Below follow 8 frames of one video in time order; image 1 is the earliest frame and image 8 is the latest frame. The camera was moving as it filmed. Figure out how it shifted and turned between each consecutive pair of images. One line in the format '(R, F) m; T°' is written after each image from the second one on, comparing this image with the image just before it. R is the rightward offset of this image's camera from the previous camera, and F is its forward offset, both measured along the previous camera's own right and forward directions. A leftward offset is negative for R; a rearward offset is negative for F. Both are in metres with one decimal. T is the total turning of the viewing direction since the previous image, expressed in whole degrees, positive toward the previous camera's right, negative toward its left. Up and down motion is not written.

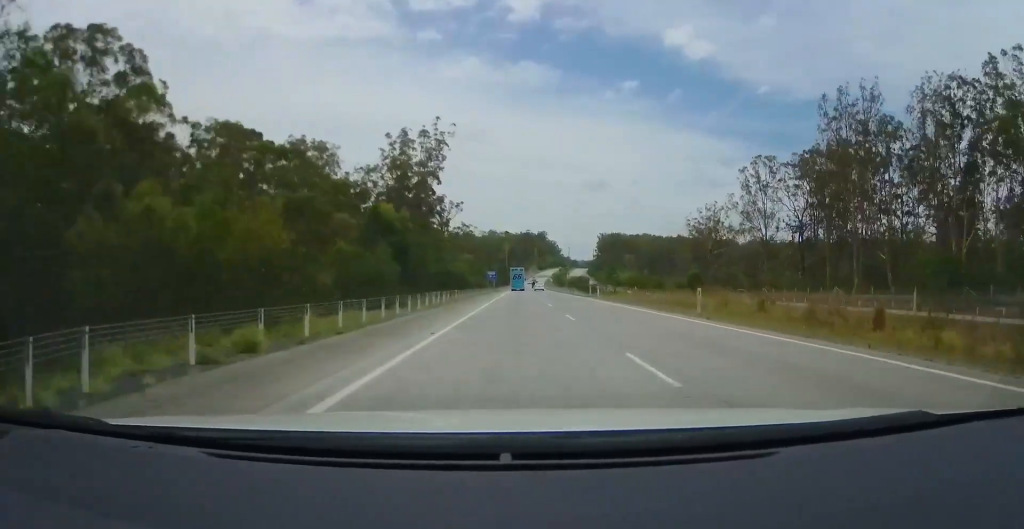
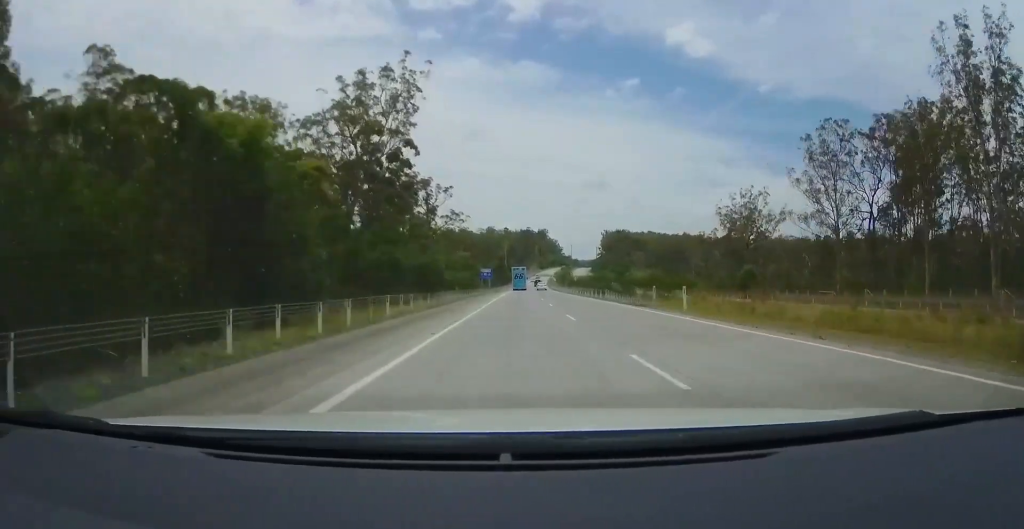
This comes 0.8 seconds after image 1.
(-0.5, +23.3) m; 0°
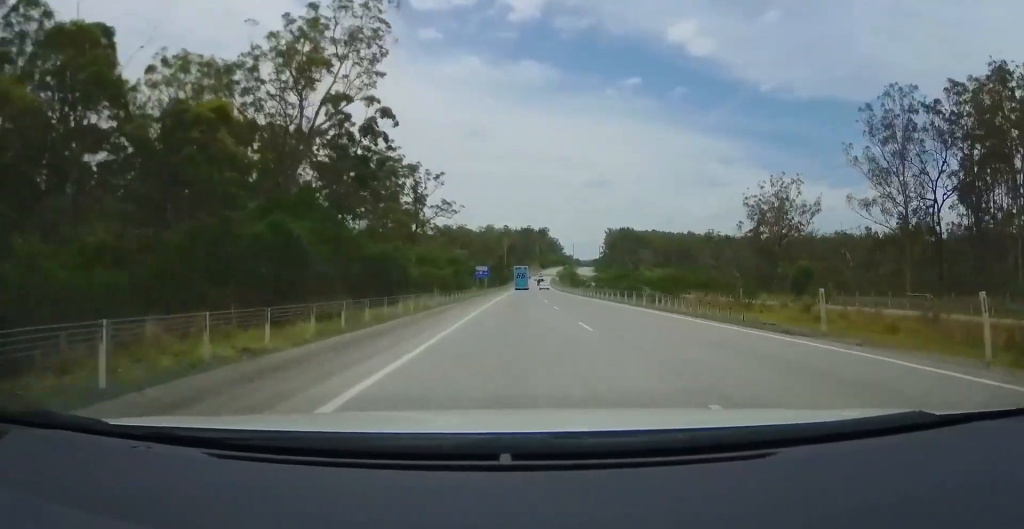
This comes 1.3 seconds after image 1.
(-0.2, +16.0) m; 0°
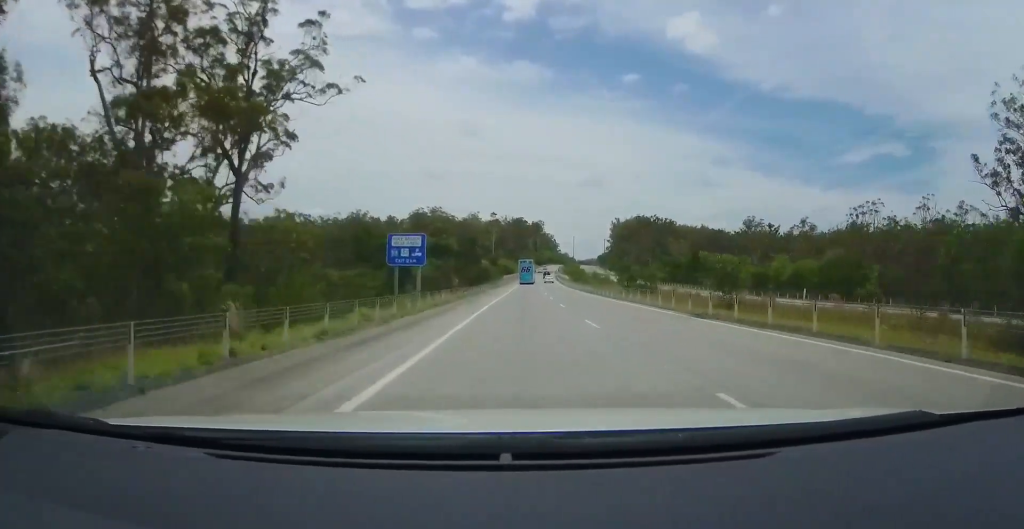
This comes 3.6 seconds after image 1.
(-0.1, +70.0) m; -1°
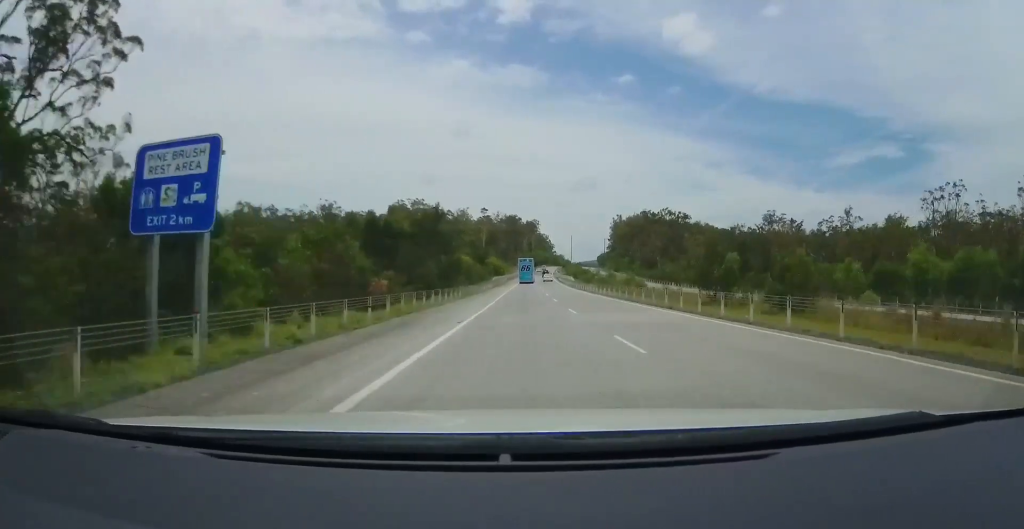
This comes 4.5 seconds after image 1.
(+0.2, +28.2) m; +1°
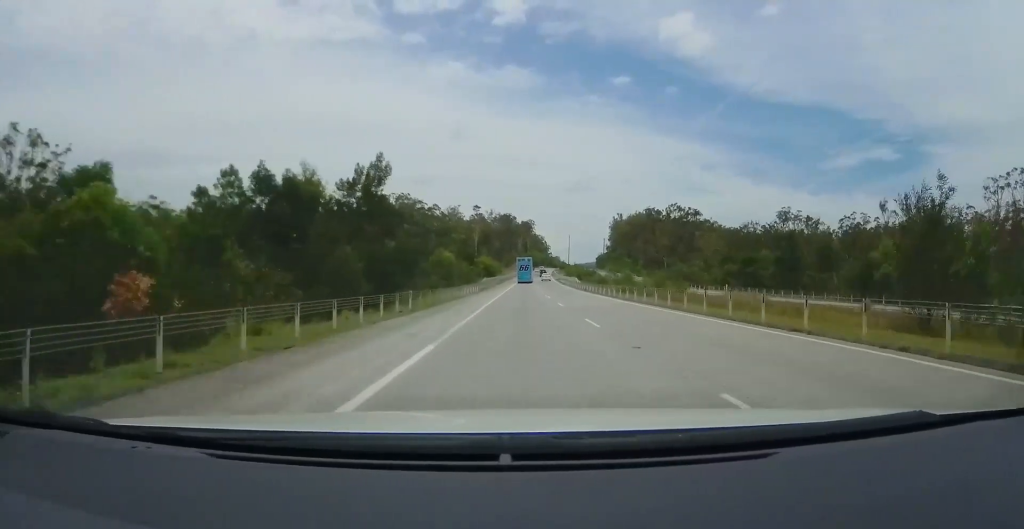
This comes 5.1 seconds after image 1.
(0.0, +18.3) m; +1°
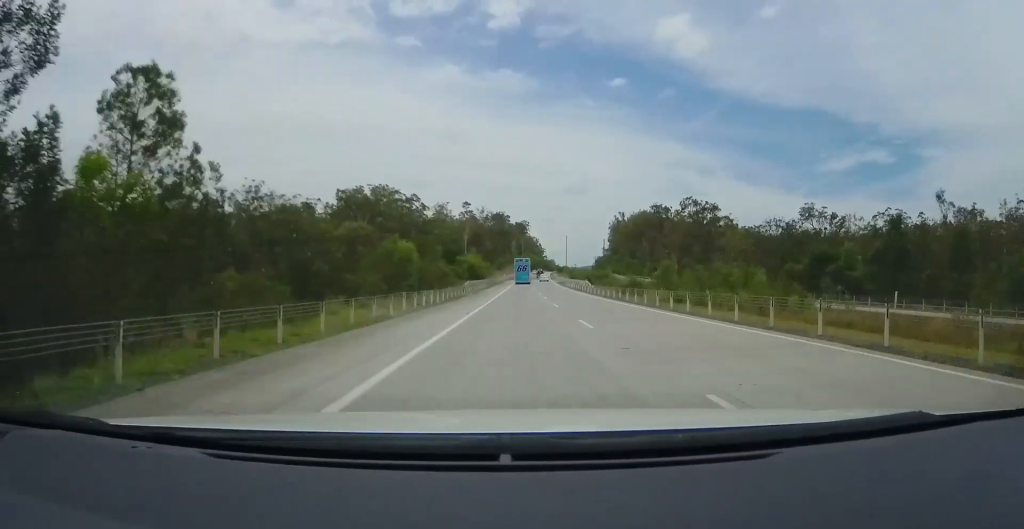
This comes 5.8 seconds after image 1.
(+0.4, +22.9) m; +1°
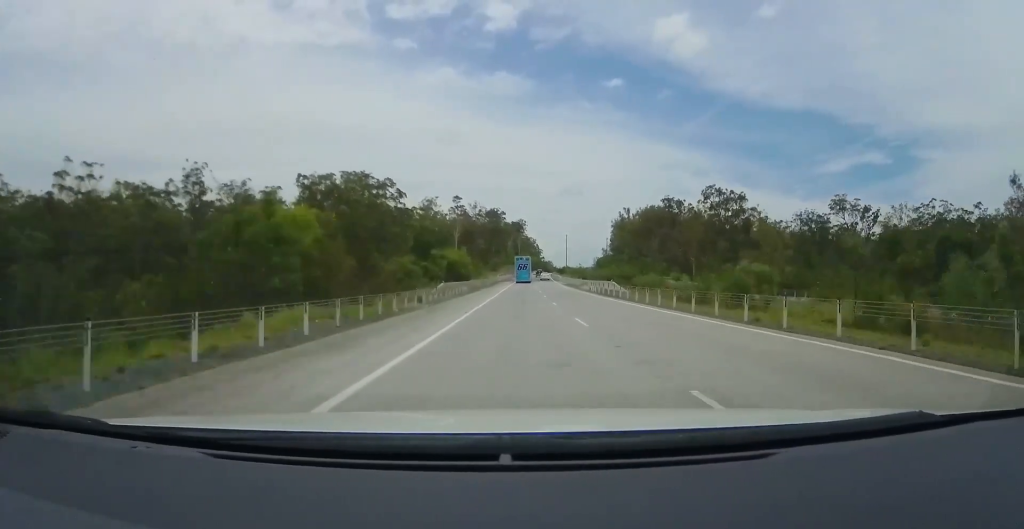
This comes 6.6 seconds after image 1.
(+0.1, +22.8) m; +1°
